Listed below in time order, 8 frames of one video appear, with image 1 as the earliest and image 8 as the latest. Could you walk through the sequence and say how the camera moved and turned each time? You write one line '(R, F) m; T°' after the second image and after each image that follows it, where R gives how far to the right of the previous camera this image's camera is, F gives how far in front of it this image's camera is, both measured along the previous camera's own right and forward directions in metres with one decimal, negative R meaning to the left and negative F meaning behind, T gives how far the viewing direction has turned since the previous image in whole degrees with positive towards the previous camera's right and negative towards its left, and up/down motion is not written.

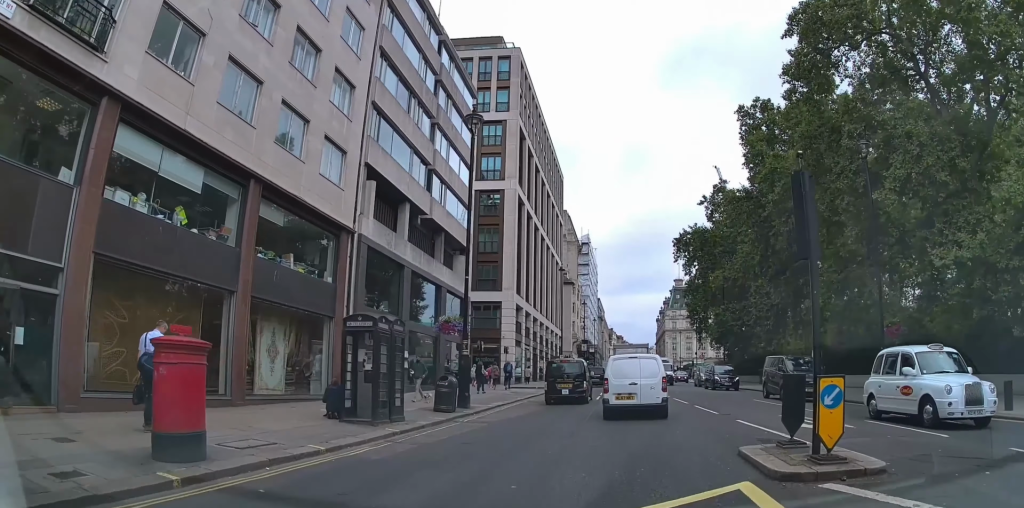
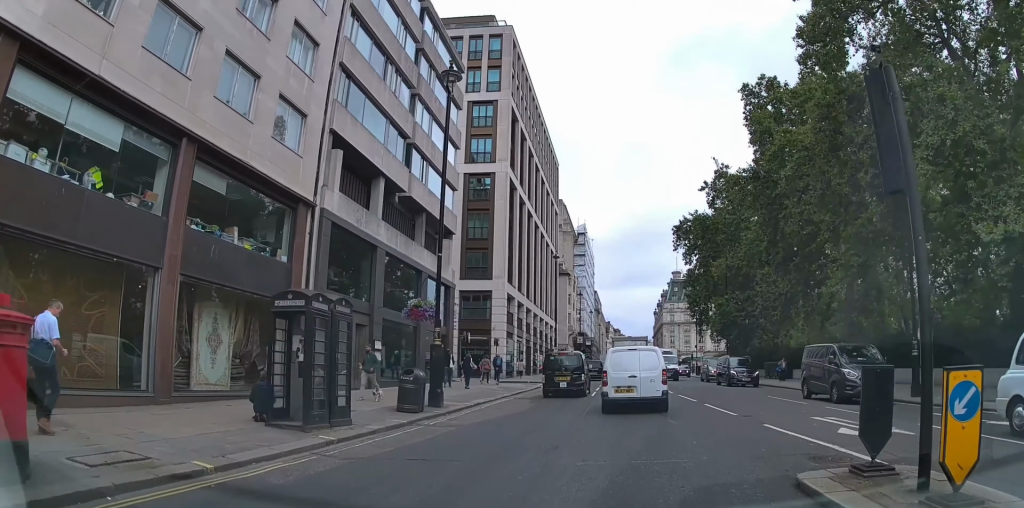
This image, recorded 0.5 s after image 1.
(0.0, +3.0) m; +1°
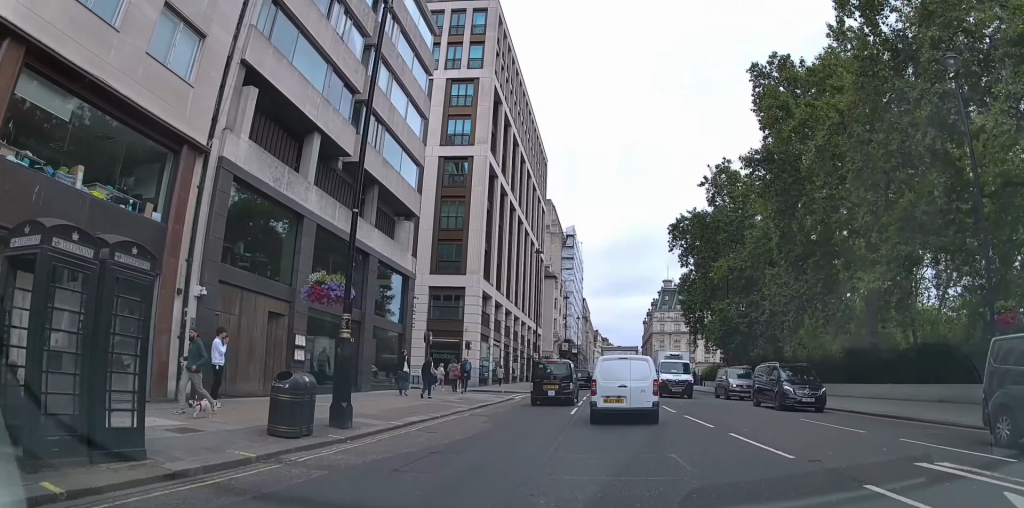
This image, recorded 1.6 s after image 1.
(+0.1, +5.7) m; +3°
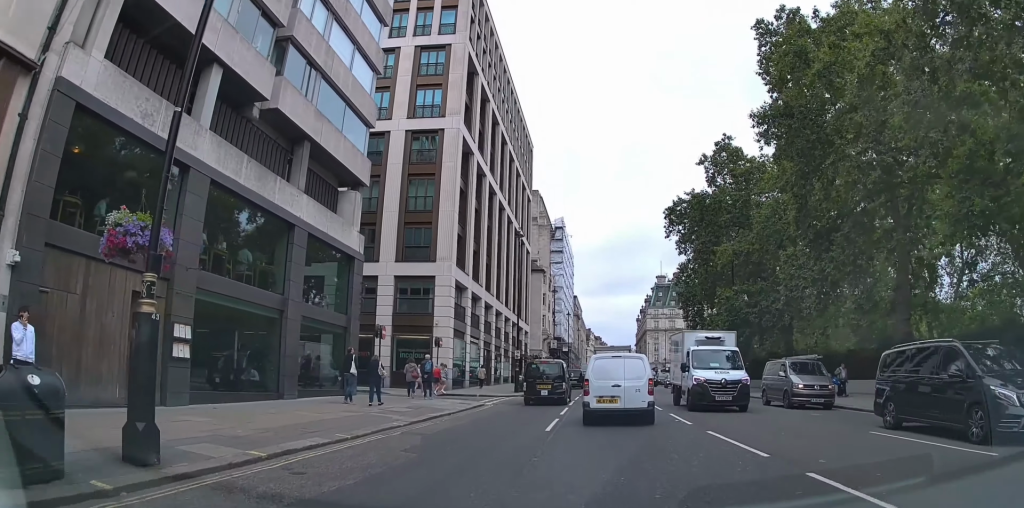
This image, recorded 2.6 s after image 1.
(+0.2, +5.5) m; +3°
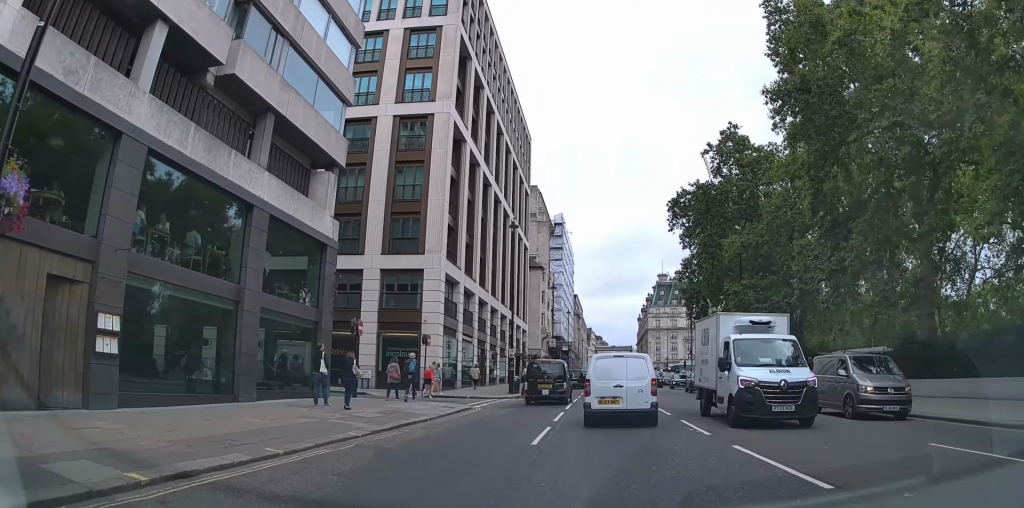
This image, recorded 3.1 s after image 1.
(0.0, +2.5) m; -1°
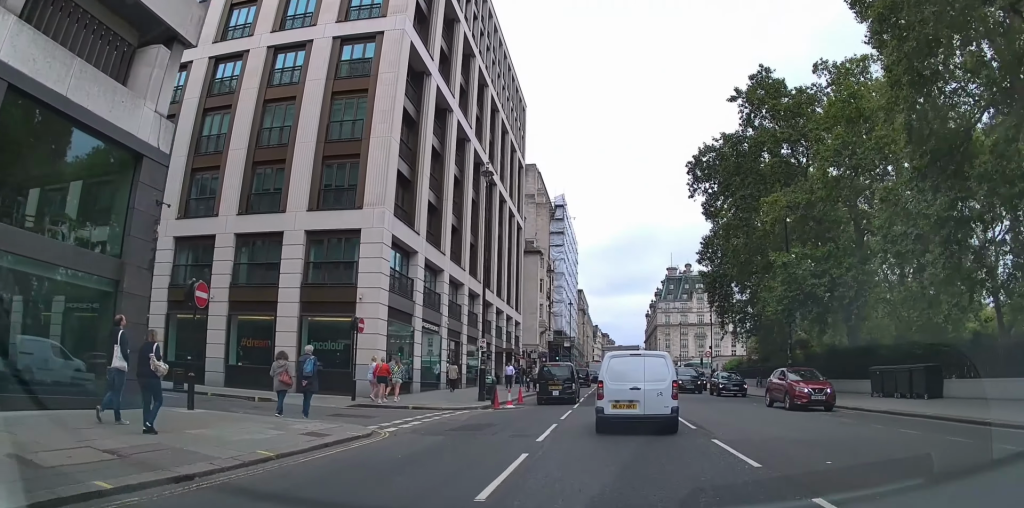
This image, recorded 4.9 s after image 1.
(-0.7, +9.9) m; -7°
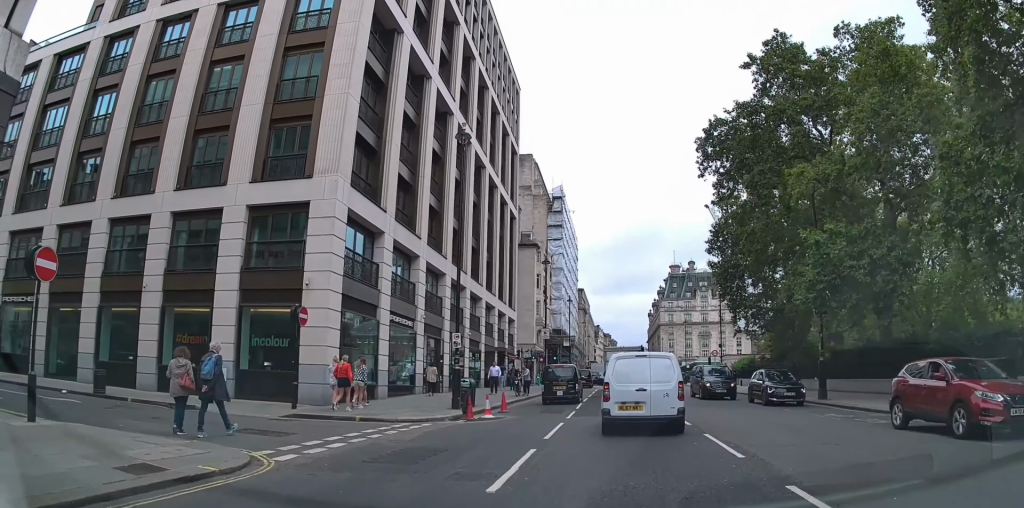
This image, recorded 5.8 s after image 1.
(-0.1, +4.9) m; +5°
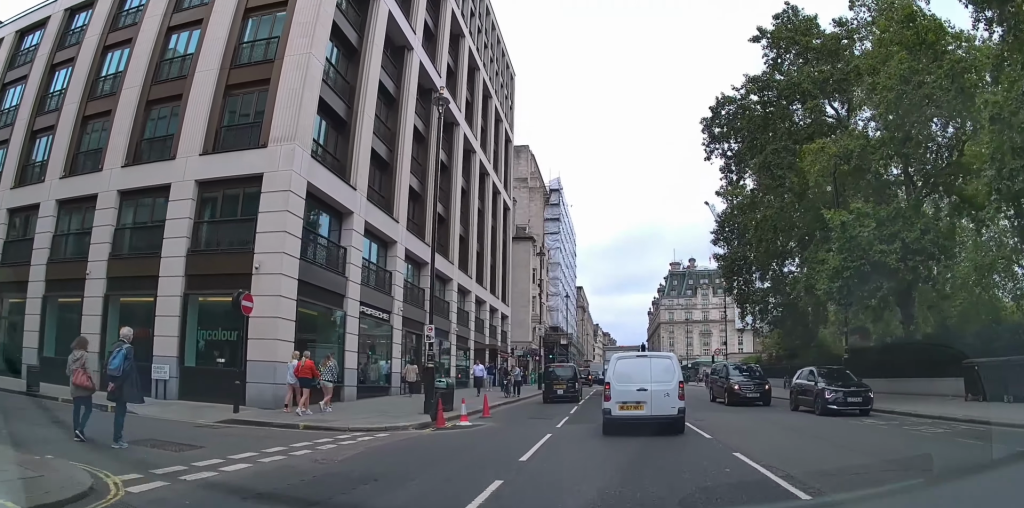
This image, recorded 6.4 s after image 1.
(+0.3, +3.2) m; +1°
